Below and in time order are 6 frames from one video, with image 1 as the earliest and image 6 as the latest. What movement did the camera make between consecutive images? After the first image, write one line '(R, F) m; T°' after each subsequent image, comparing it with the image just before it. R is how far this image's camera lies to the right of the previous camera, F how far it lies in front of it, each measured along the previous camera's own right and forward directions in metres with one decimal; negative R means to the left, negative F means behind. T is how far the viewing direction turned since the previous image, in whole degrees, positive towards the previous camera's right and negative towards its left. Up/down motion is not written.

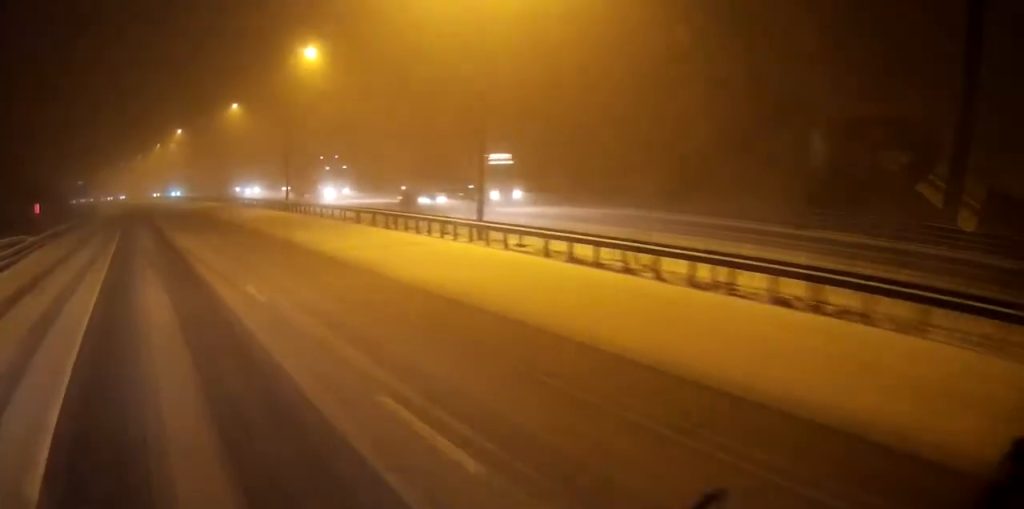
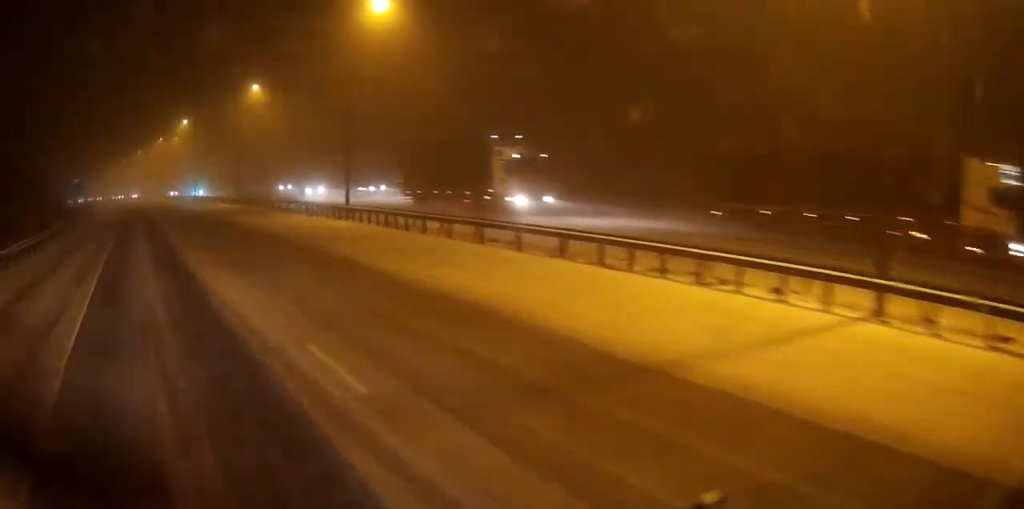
(0.0, +16.4) m; +1°
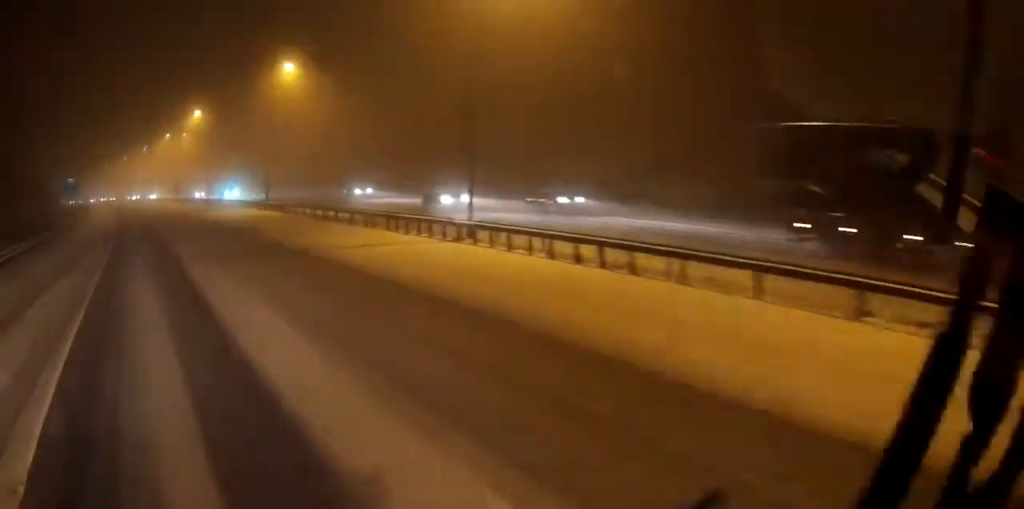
(-0.1, +14.6) m; -1°
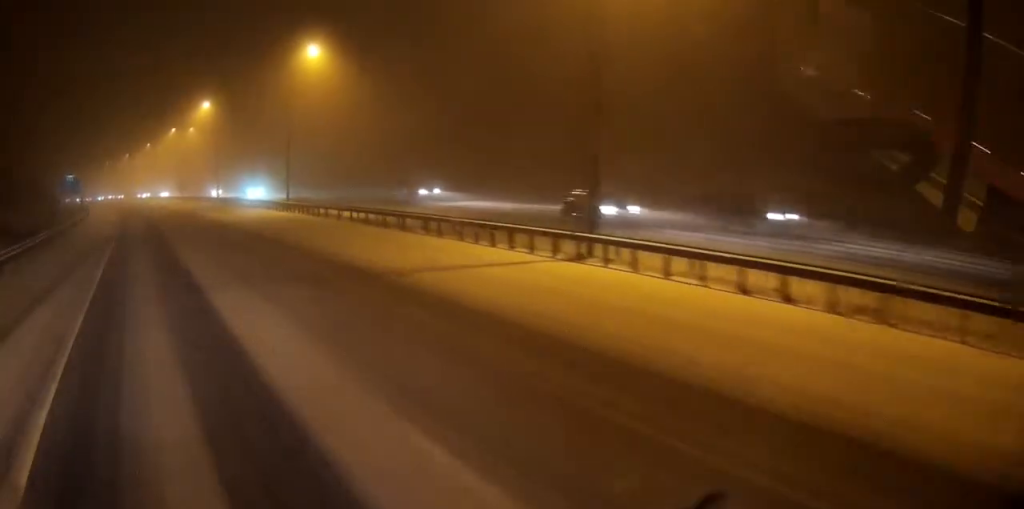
(0.0, +7.1) m; +1°
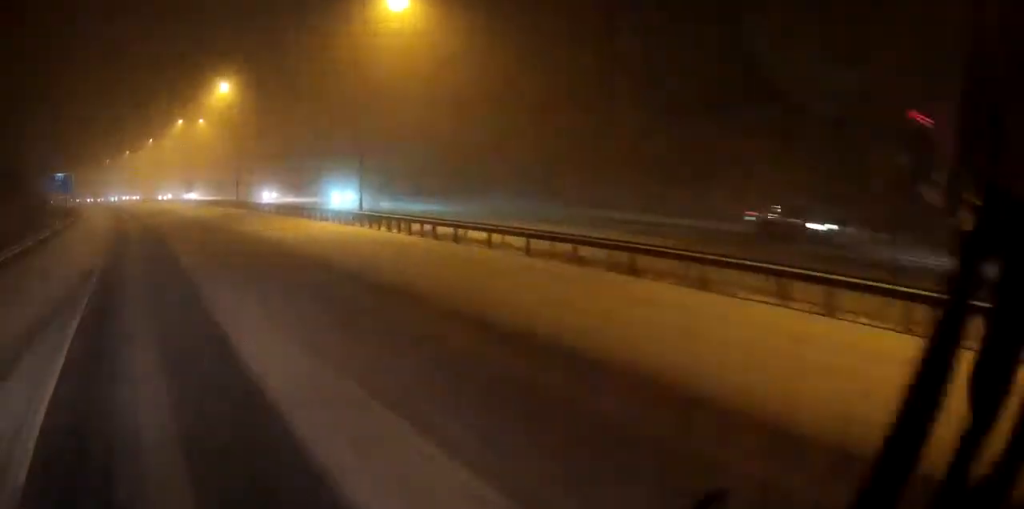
(+0.2, +17.0) m; +1°
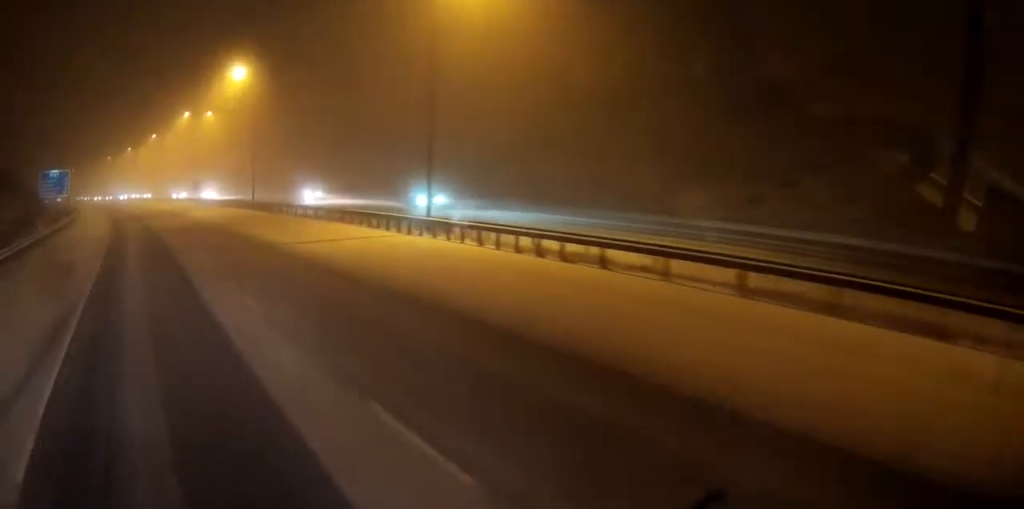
(0.0, +8.4) m; -1°
